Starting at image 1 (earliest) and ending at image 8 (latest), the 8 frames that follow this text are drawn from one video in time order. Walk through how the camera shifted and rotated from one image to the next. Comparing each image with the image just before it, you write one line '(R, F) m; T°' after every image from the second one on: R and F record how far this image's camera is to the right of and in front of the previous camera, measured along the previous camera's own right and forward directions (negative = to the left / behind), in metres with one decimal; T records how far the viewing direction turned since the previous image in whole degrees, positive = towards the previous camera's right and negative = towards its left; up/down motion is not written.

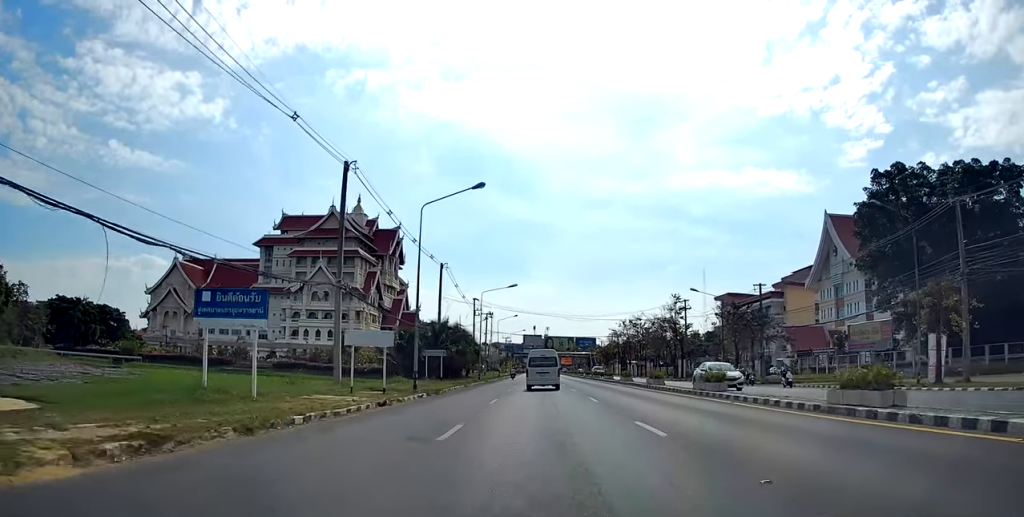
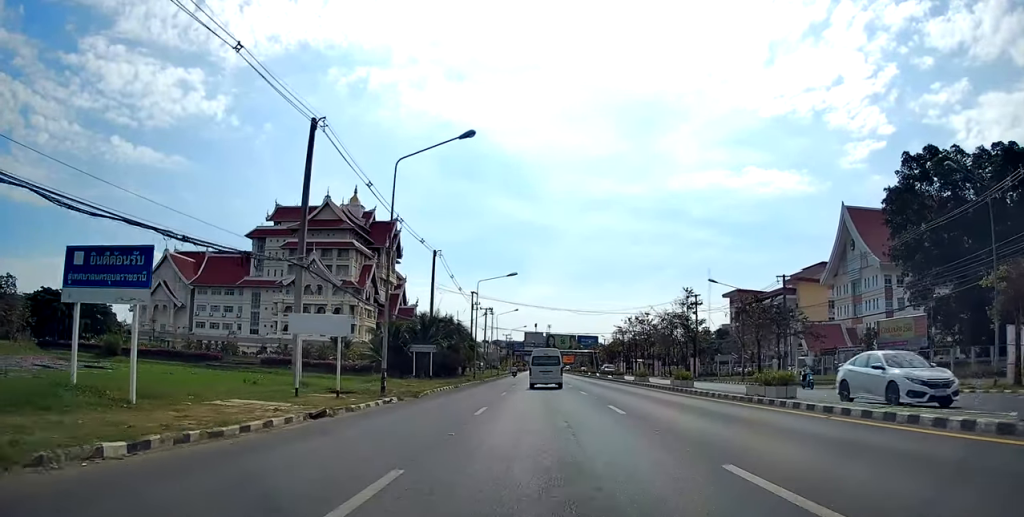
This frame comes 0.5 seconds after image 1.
(0.0, +5.9) m; 0°
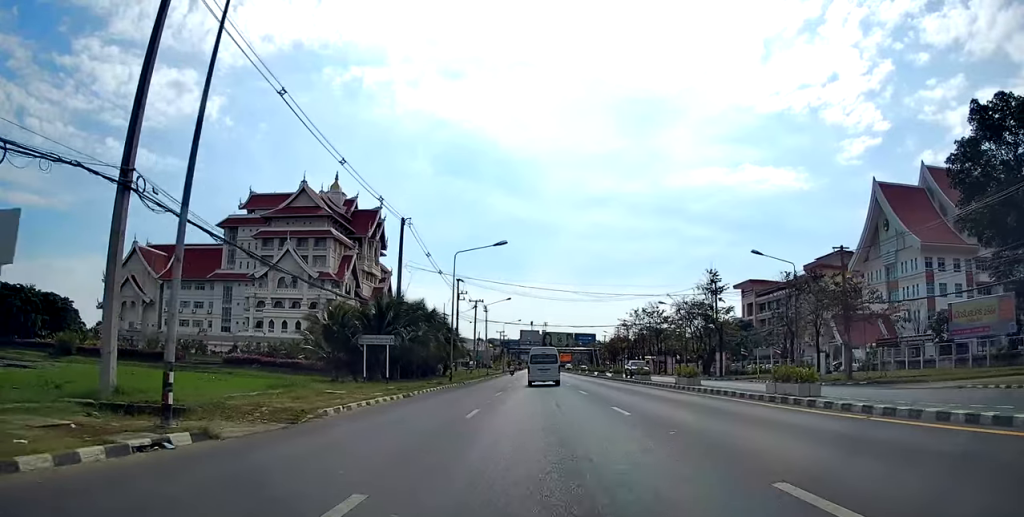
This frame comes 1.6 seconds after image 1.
(-0.3, +14.1) m; 0°
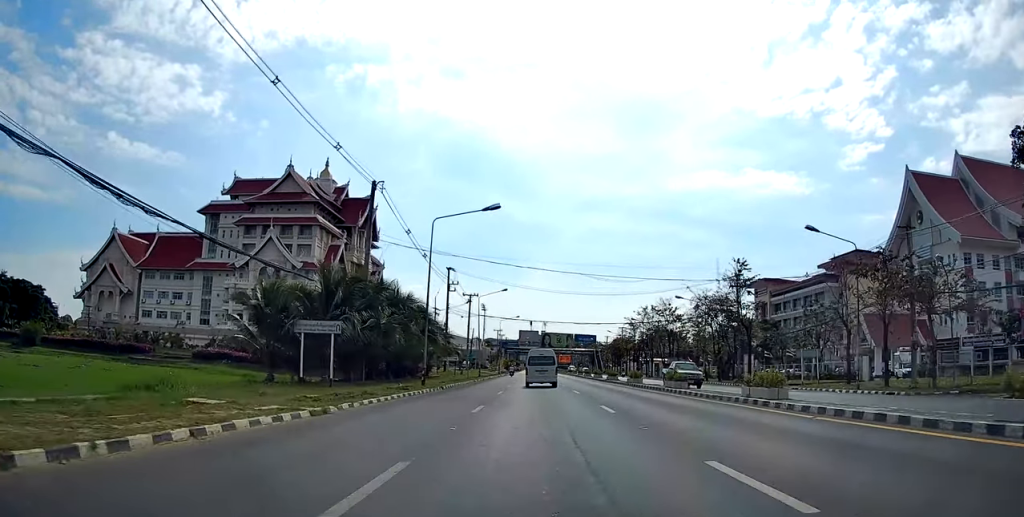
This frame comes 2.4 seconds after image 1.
(0.0, +10.2) m; +2°
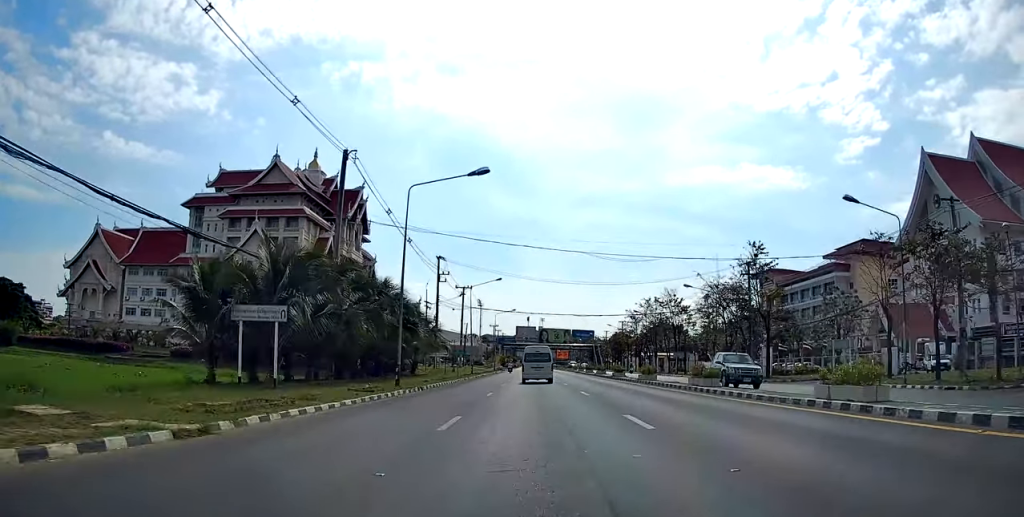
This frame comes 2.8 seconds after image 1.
(+0.3, +5.4) m; 0°
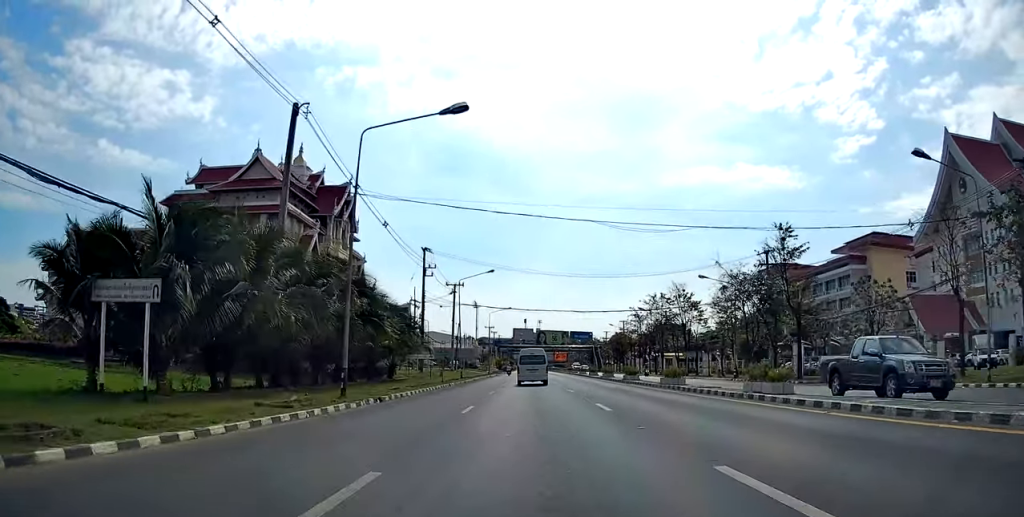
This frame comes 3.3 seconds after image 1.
(+0.2, +7.0) m; 0°
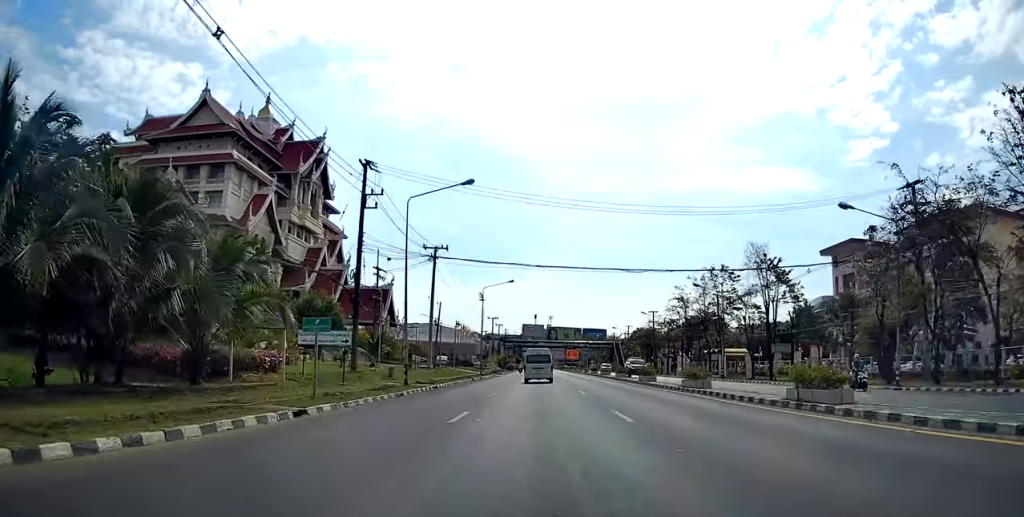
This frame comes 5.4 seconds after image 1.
(-0.6, +27.9) m; 0°
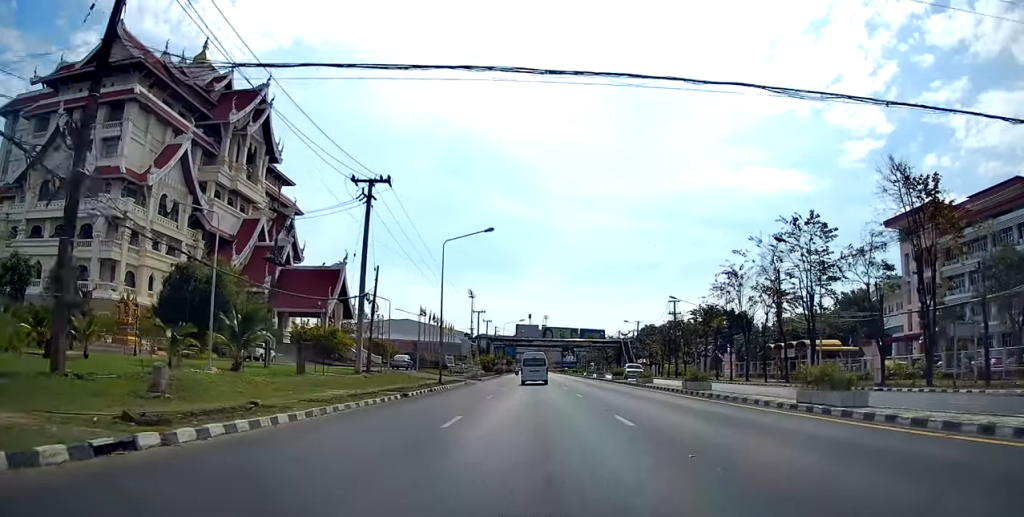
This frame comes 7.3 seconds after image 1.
(0.0, +24.3) m; -2°
